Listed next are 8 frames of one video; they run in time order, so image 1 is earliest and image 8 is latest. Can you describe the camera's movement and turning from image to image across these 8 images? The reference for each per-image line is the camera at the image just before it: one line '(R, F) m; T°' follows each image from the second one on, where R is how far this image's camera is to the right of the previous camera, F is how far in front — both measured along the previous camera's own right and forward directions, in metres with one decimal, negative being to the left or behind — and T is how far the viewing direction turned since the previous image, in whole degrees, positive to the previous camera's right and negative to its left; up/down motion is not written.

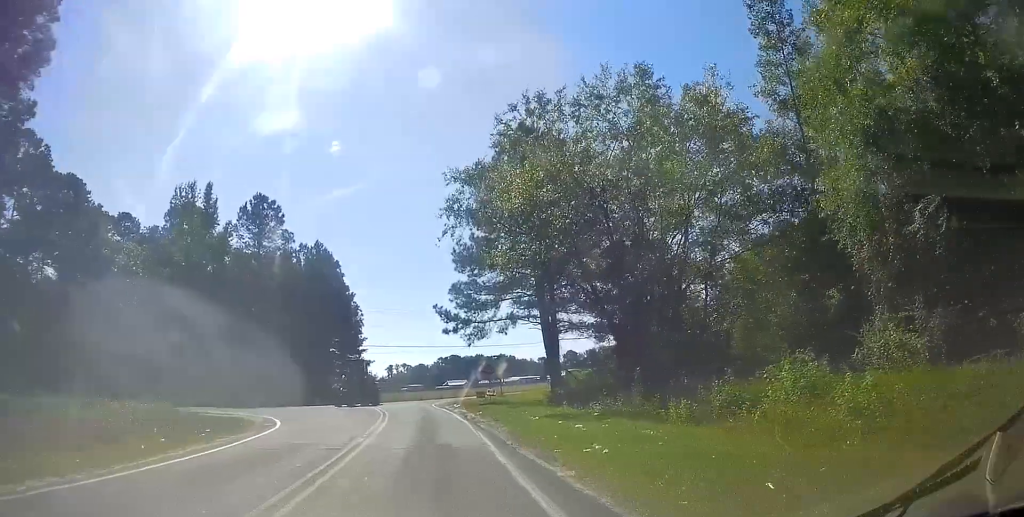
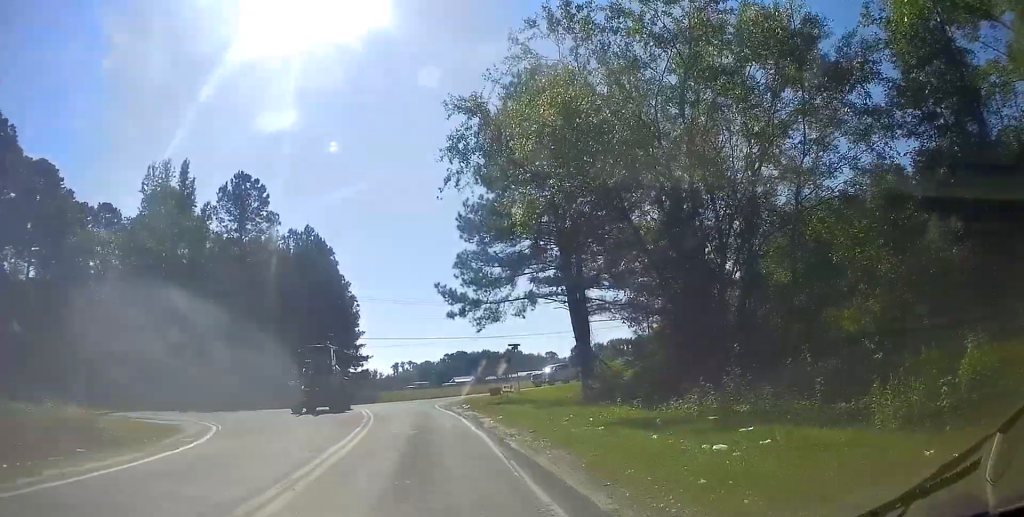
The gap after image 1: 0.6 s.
(+0.2, +8.9) m; 0°
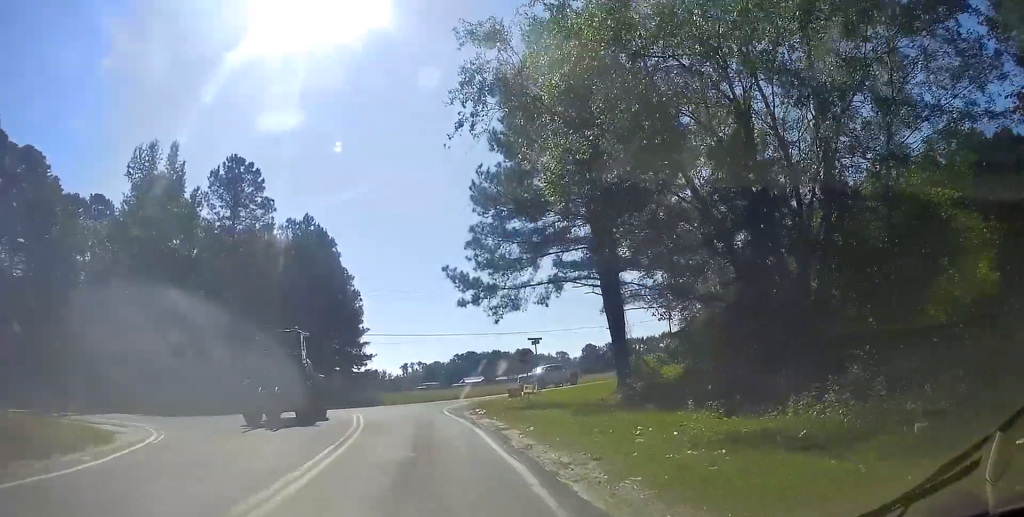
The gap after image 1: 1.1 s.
(0.0, +5.9) m; 0°
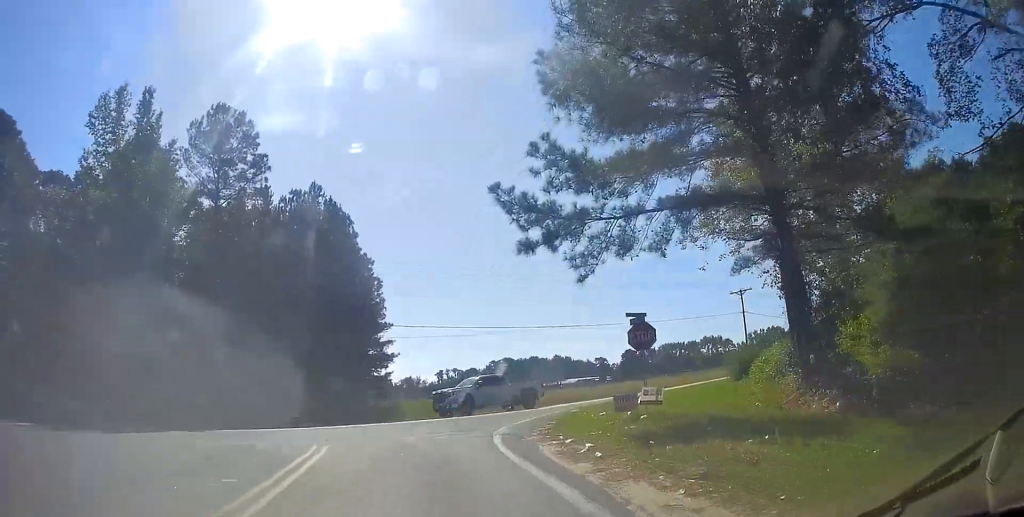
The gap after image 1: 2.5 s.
(-0.2, +16.5) m; -2°
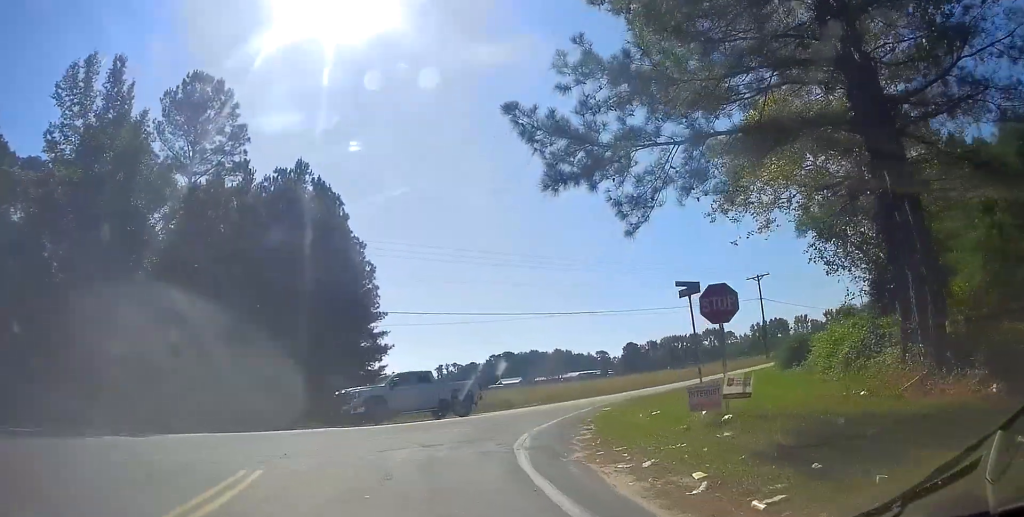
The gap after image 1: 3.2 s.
(-0.1, +6.9) m; 0°
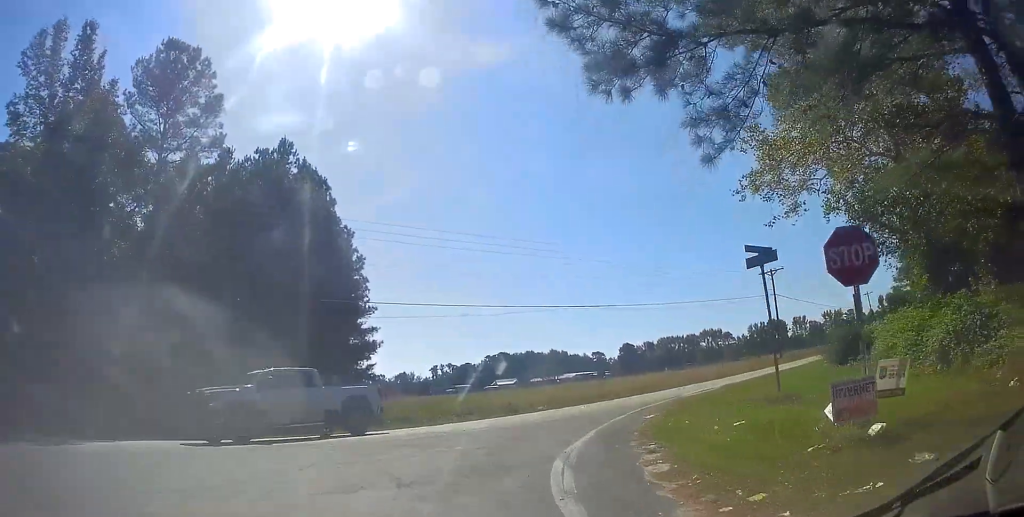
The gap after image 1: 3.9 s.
(-0.1, +6.7) m; +3°
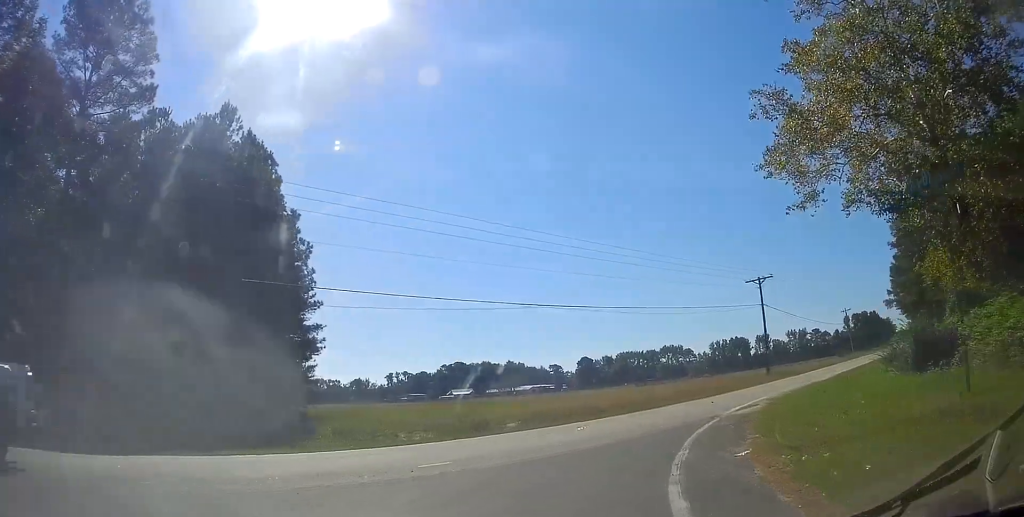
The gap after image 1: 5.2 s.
(+1.3, +8.2) m; +20°
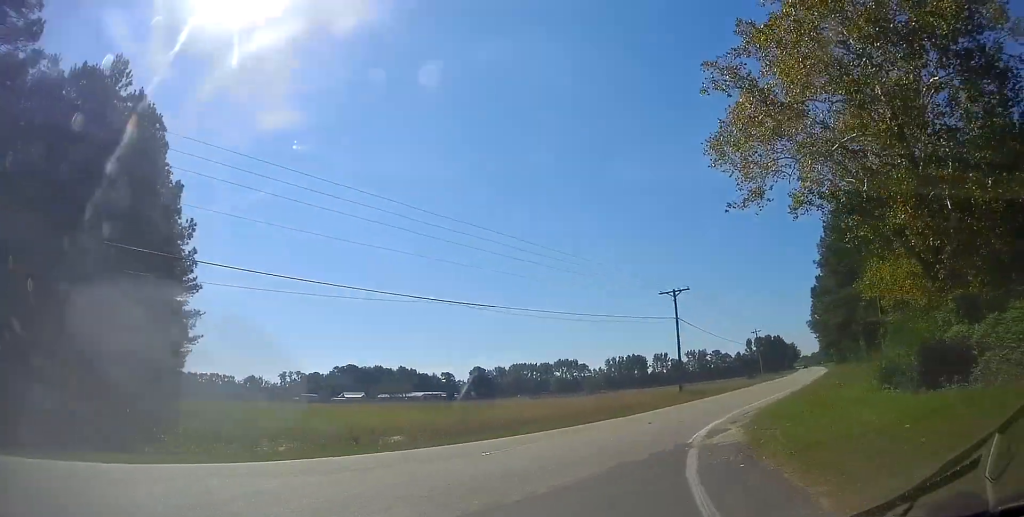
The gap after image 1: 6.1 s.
(+0.7, +4.5) m; +10°
